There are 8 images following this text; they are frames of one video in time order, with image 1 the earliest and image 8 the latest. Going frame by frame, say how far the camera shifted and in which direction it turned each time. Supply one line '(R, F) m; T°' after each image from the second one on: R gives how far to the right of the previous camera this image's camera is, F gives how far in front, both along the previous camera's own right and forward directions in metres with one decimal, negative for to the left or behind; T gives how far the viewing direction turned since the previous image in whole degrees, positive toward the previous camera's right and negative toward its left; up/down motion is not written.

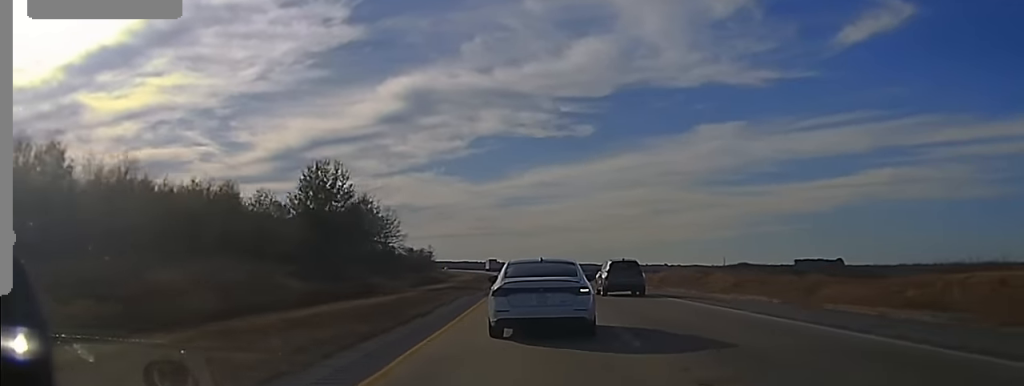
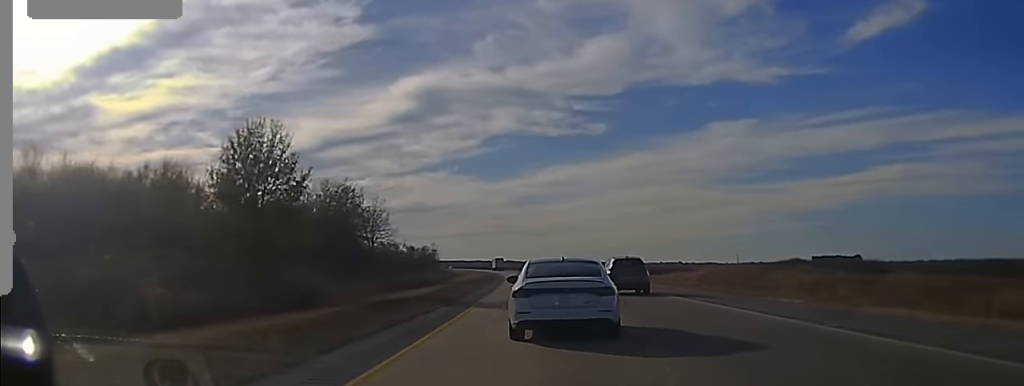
(+0.3, +19.5) m; -1°
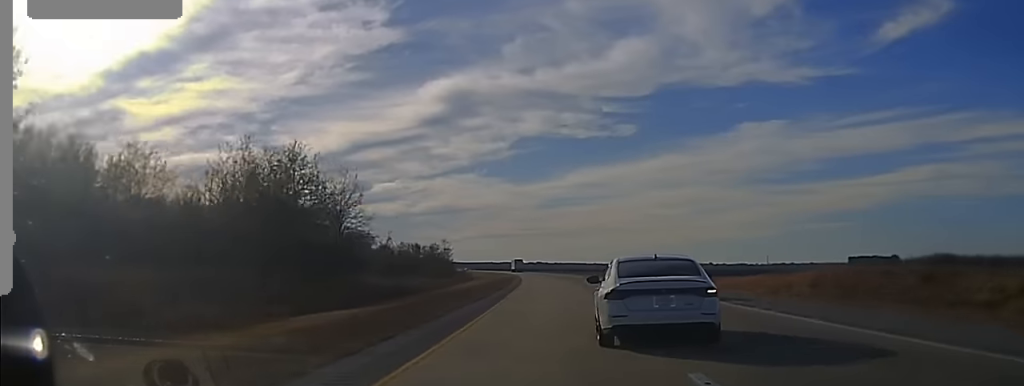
(-0.5, +34.4) m; -2°
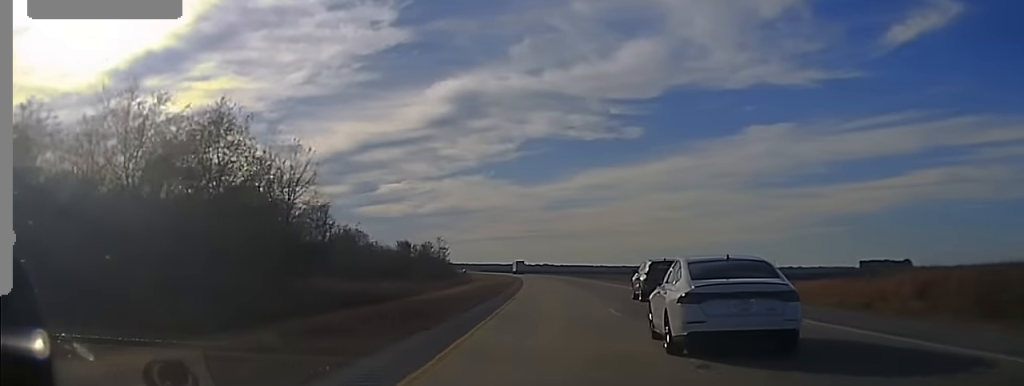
(-0.2, +19.9) m; -1°
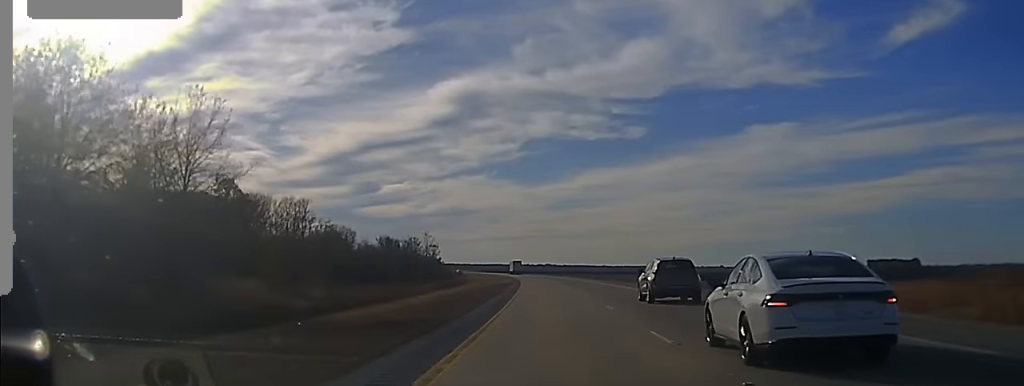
(-0.2, +20.4) m; 0°
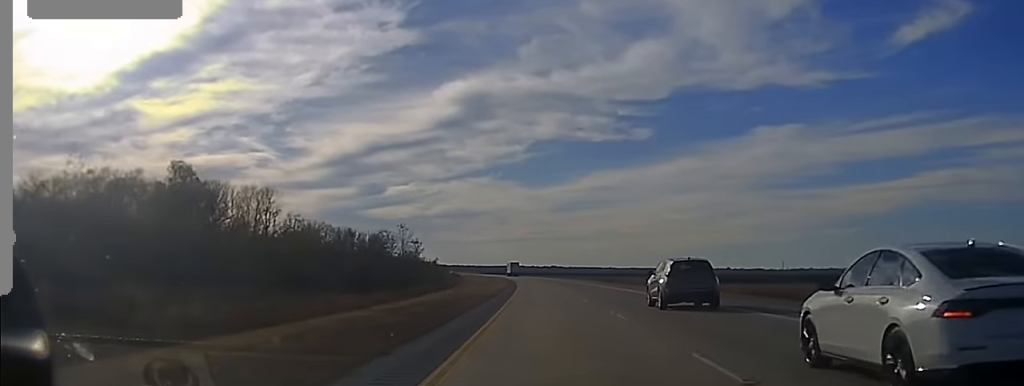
(-0.1, +30.1) m; 0°
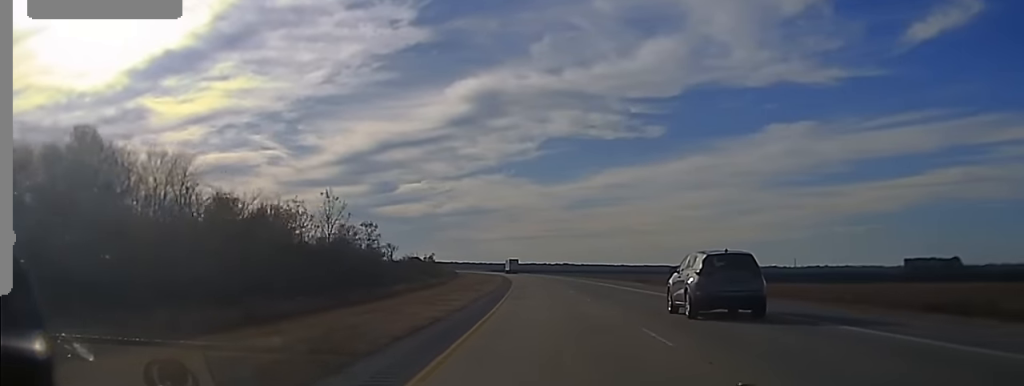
(-0.2, +44.7) m; -1°
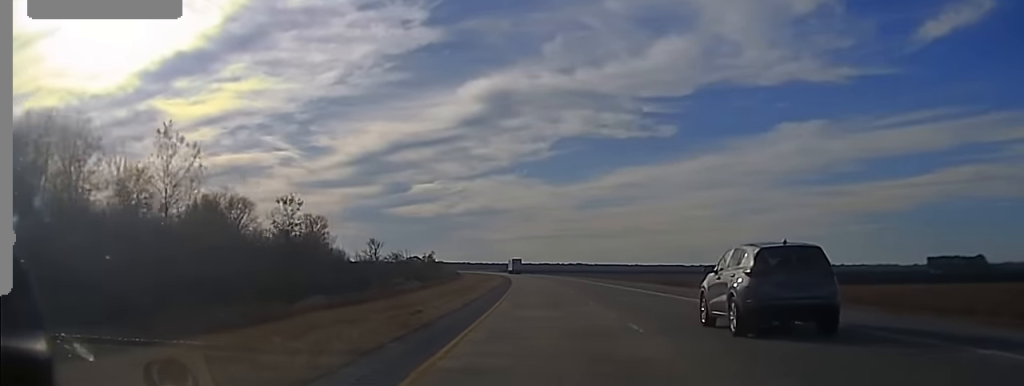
(-0.3, +32.1) m; -1°
